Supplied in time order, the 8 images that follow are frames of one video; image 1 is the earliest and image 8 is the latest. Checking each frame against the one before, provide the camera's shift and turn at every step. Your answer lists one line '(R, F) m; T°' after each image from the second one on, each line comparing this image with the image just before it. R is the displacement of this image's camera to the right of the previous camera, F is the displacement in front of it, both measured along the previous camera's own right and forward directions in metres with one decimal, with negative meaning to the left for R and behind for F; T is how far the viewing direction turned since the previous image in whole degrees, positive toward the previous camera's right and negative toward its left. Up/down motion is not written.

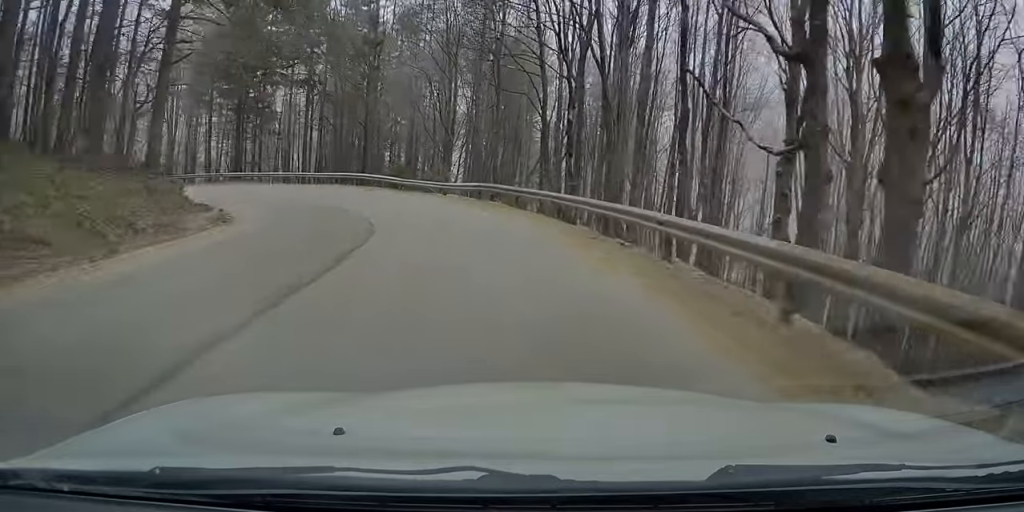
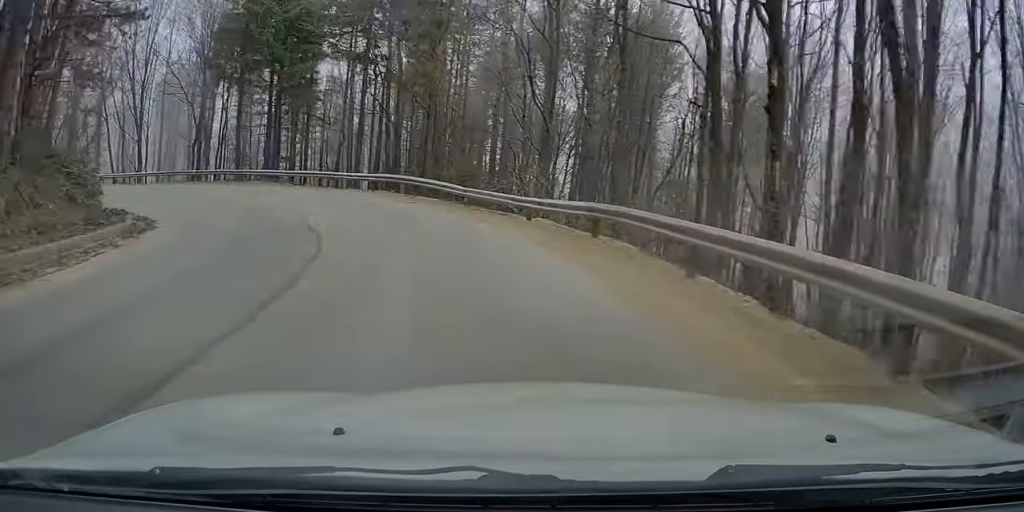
(-0.7, +11.0) m; -10°
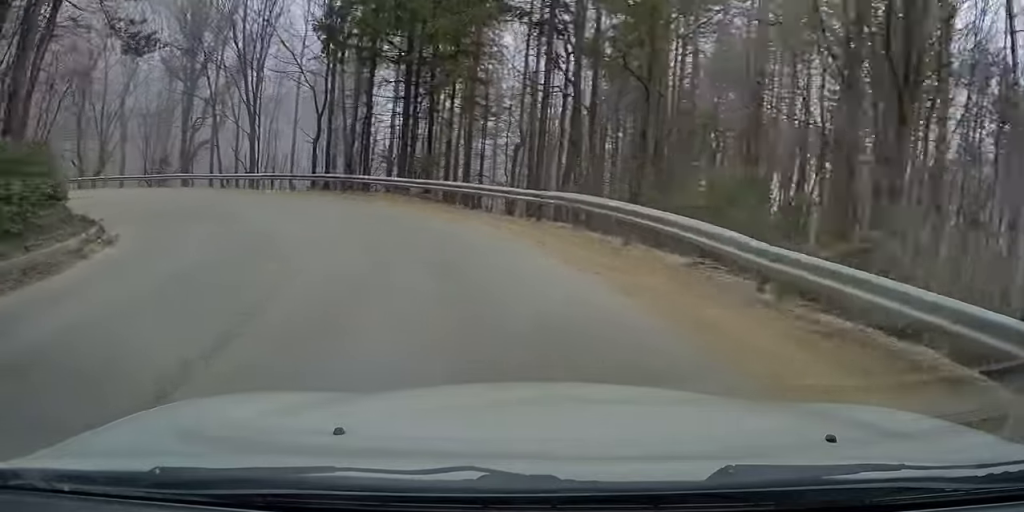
(-1.3, +10.5) m; -16°
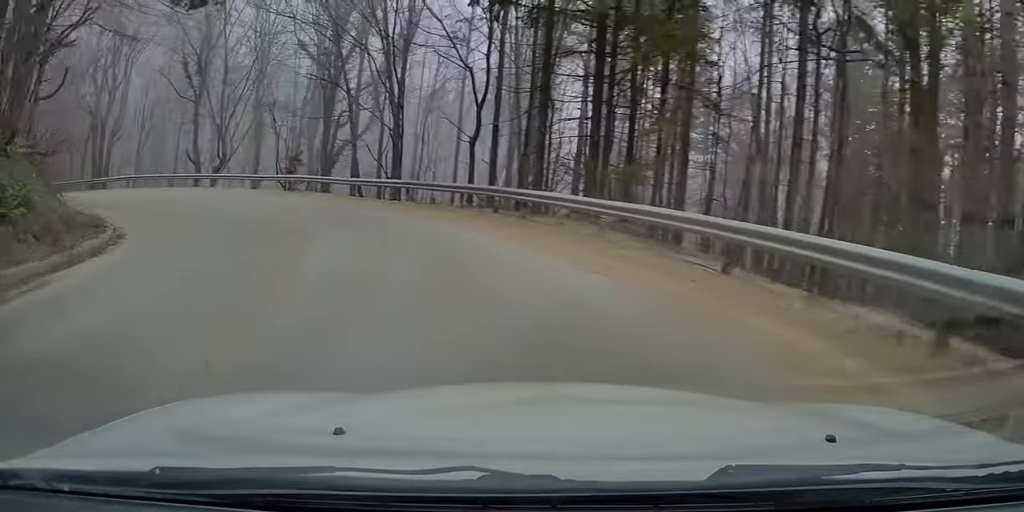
(-0.8, +7.4) m; -12°
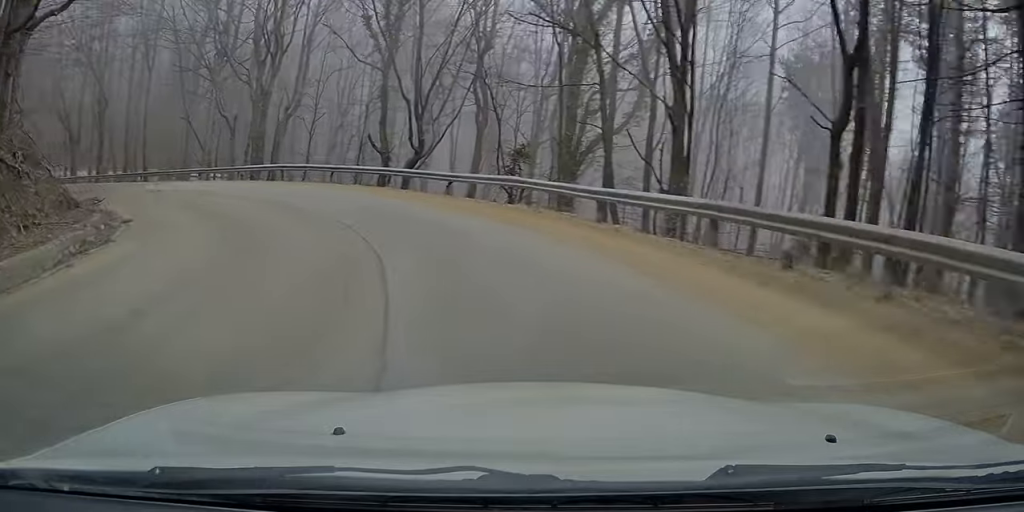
(-1.5, +10.9) m; -13°
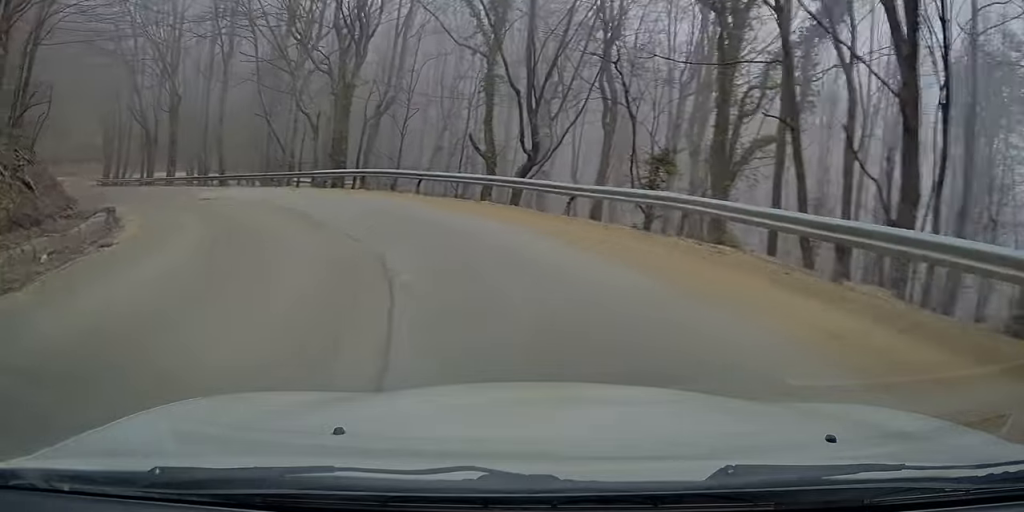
(-0.1, +5.2) m; -5°
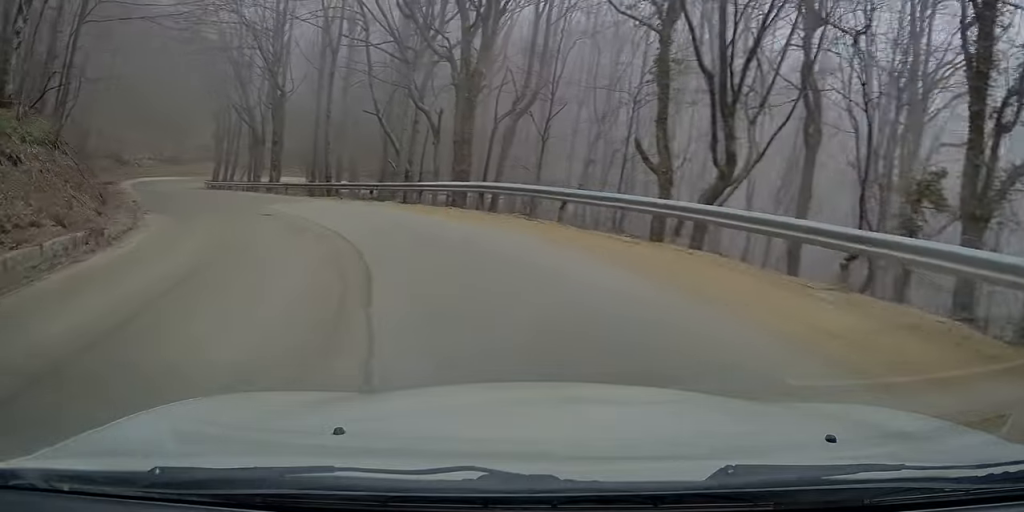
(-0.4, +6.4) m; -8°
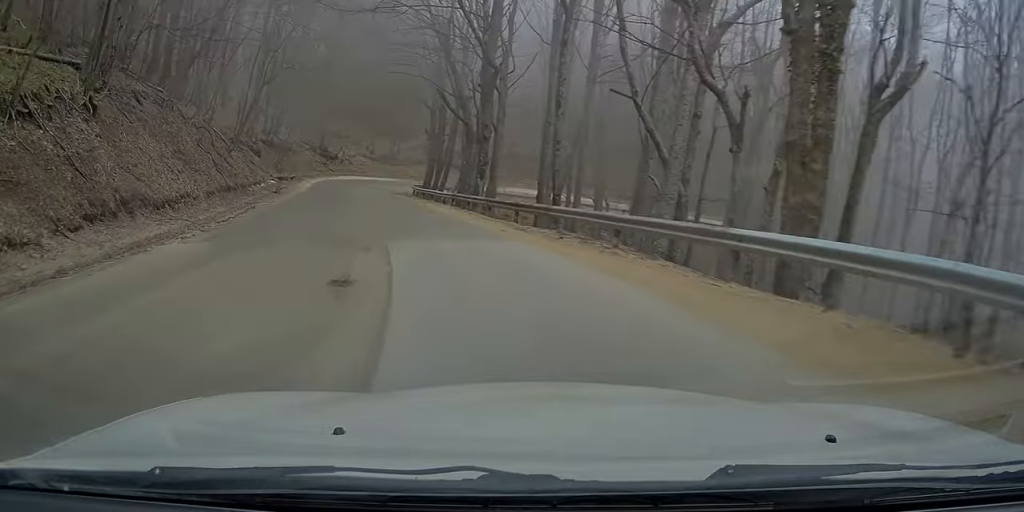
(-1.3, +10.1) m; -18°
